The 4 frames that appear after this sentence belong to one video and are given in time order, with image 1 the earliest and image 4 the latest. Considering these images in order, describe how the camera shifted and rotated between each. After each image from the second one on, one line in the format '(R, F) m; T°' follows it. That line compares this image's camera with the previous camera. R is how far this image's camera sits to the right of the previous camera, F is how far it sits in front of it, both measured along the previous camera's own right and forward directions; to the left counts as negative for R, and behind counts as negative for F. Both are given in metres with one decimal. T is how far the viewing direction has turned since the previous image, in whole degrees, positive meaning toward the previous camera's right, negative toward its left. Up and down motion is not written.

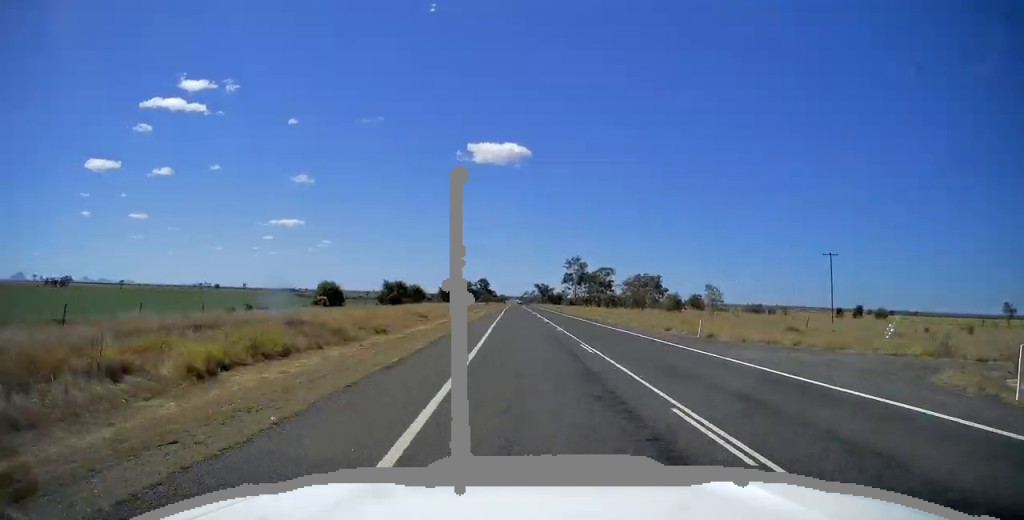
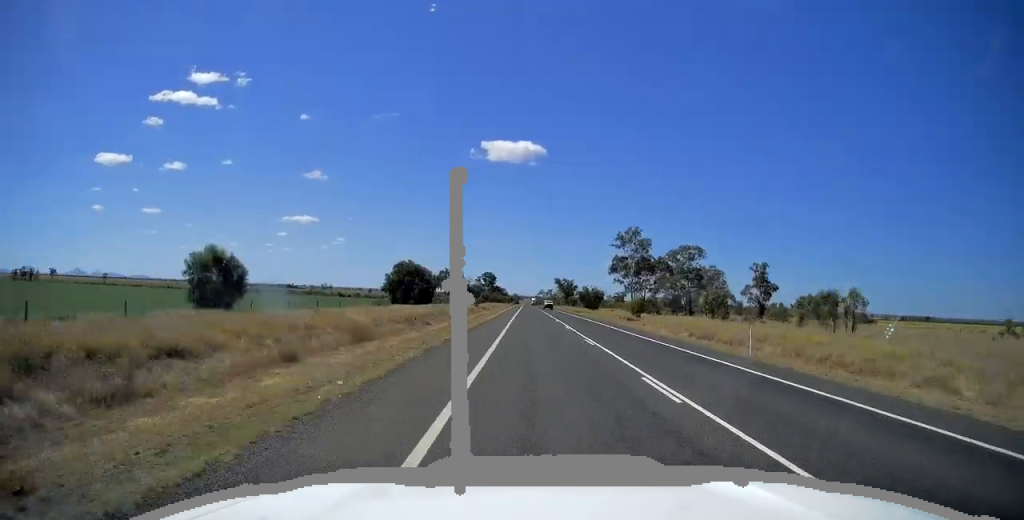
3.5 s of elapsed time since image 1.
(-1.5, +100.1) m; -1°
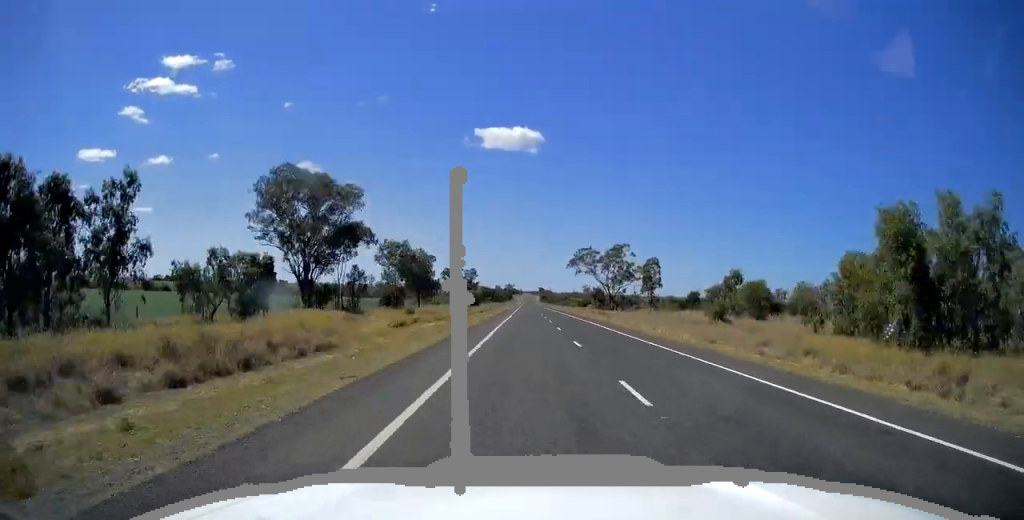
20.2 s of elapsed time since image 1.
(-3.9, +473.1) m; 0°
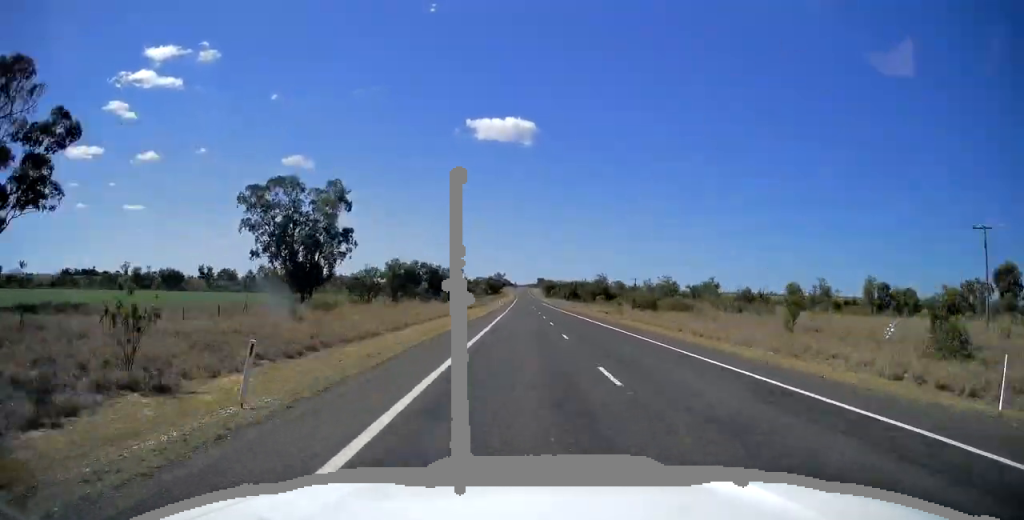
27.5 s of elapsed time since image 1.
(-0.2, +209.1) m; 0°
